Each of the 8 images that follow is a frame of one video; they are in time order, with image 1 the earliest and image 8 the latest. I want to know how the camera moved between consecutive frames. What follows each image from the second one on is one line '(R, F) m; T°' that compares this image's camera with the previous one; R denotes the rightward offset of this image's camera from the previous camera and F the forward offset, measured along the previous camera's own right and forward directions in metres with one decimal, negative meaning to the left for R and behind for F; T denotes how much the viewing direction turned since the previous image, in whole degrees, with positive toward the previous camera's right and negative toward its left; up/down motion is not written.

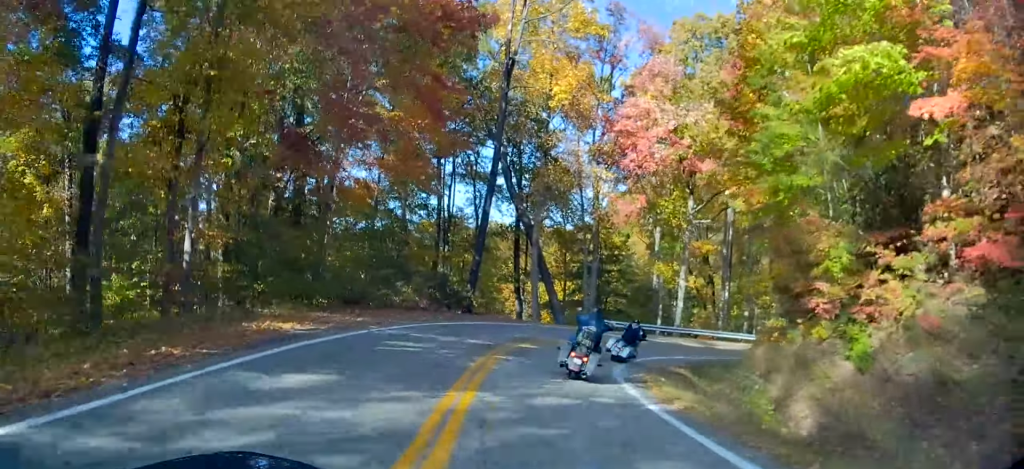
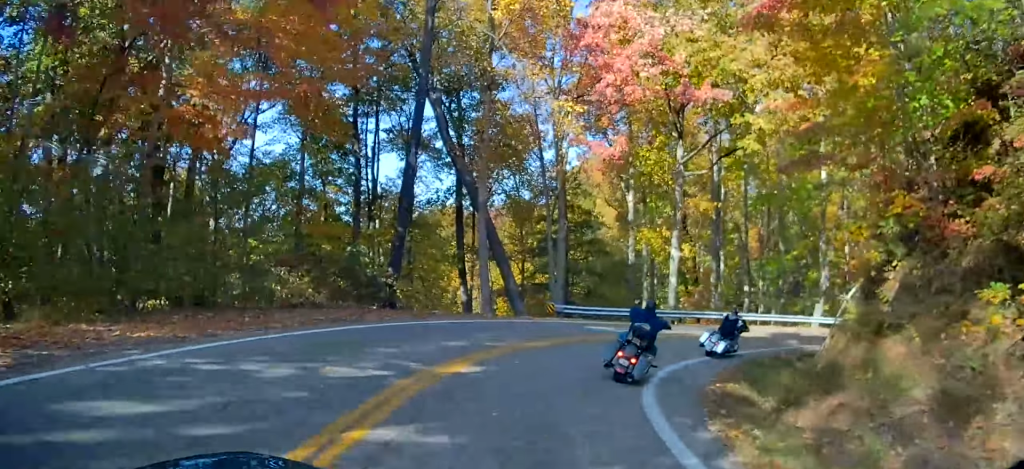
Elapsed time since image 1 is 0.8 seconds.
(+0.1, +10.0) m; +1°
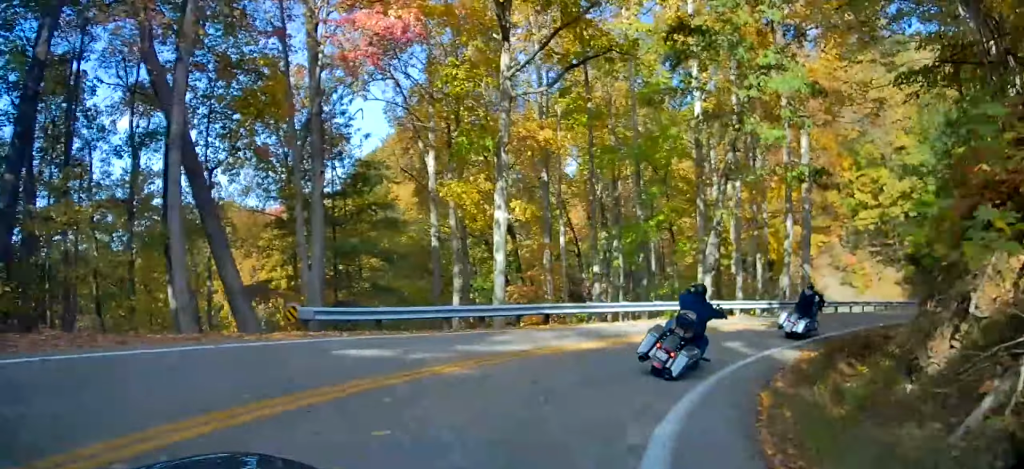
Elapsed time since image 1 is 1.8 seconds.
(+0.2, +13.2) m; +3°
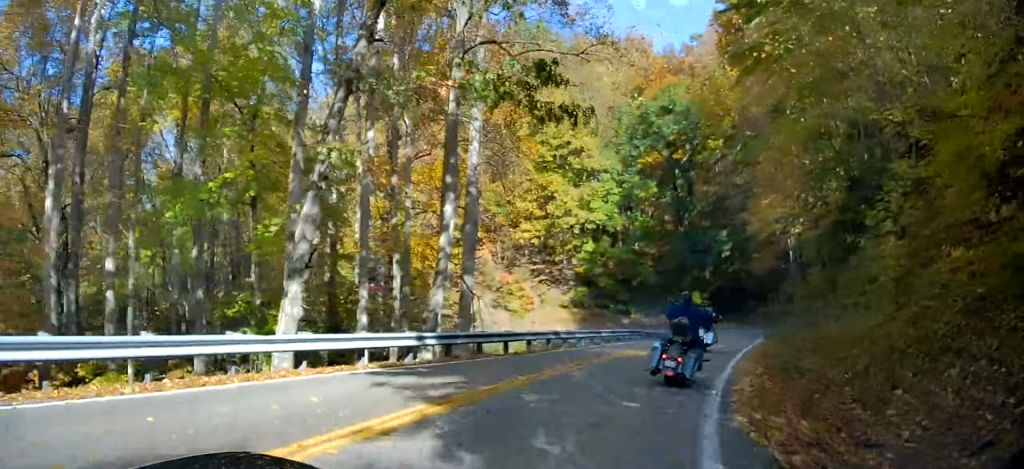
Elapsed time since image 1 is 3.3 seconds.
(+1.8, +15.9) m; +23°
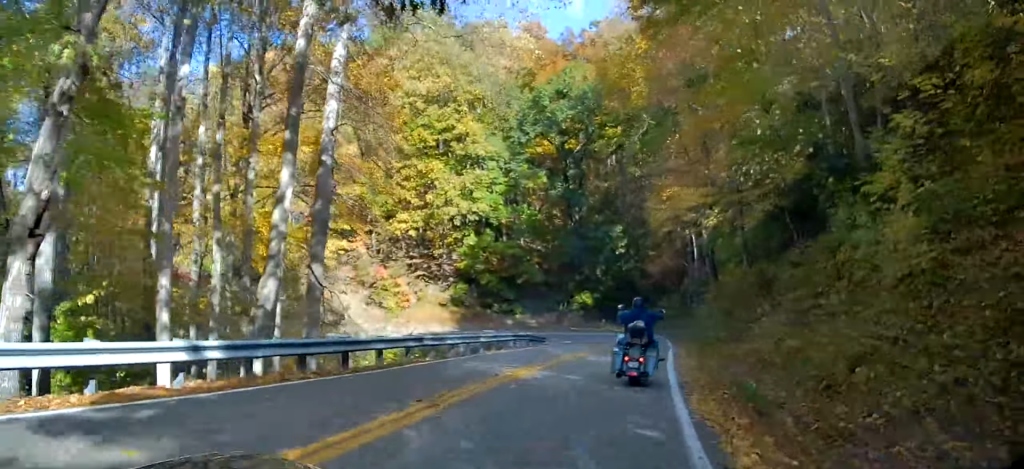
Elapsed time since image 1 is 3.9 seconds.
(+0.8, +5.8) m; +14°
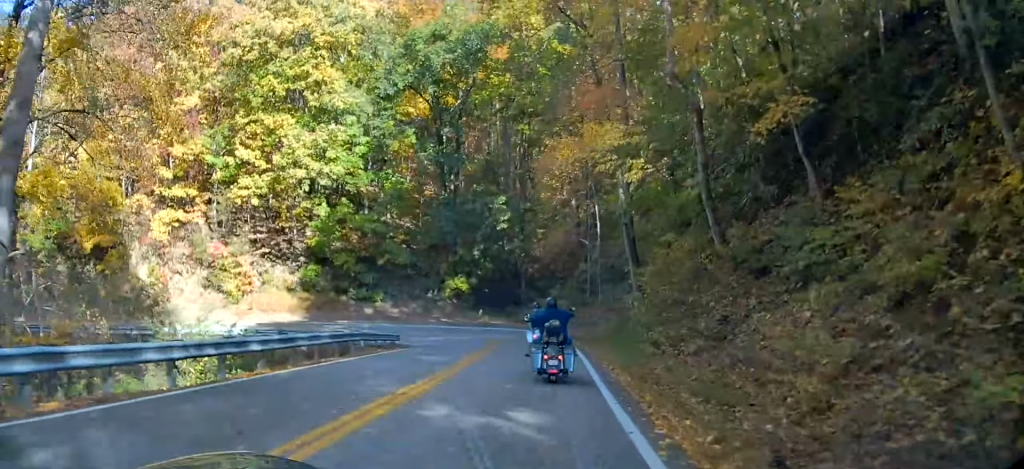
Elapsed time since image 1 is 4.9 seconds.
(+2.1, +10.7) m; +16°
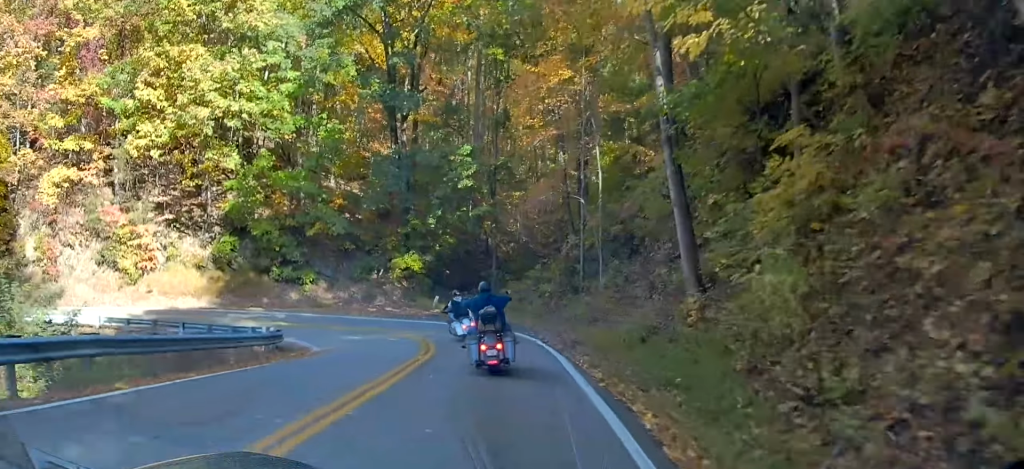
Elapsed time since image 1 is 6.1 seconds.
(+0.9, +11.8) m; +5°
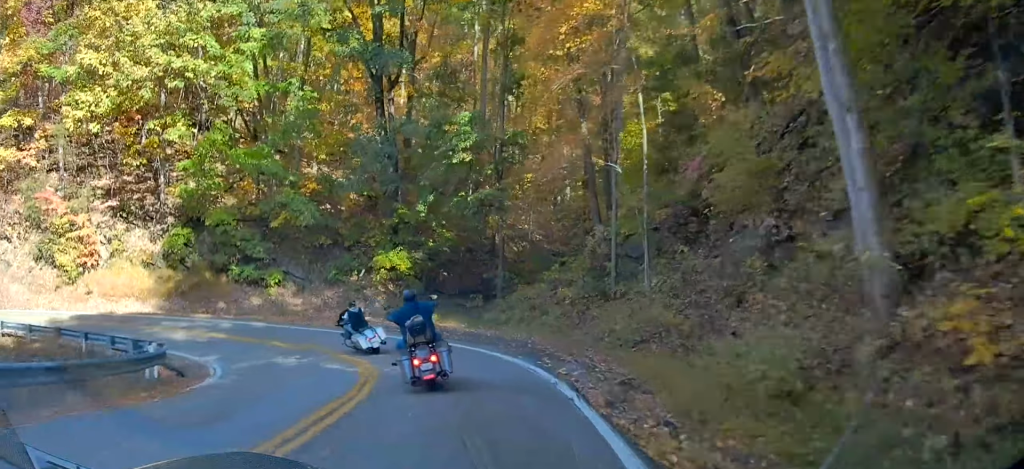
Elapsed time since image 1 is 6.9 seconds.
(+0.1, +7.9) m; -4°
